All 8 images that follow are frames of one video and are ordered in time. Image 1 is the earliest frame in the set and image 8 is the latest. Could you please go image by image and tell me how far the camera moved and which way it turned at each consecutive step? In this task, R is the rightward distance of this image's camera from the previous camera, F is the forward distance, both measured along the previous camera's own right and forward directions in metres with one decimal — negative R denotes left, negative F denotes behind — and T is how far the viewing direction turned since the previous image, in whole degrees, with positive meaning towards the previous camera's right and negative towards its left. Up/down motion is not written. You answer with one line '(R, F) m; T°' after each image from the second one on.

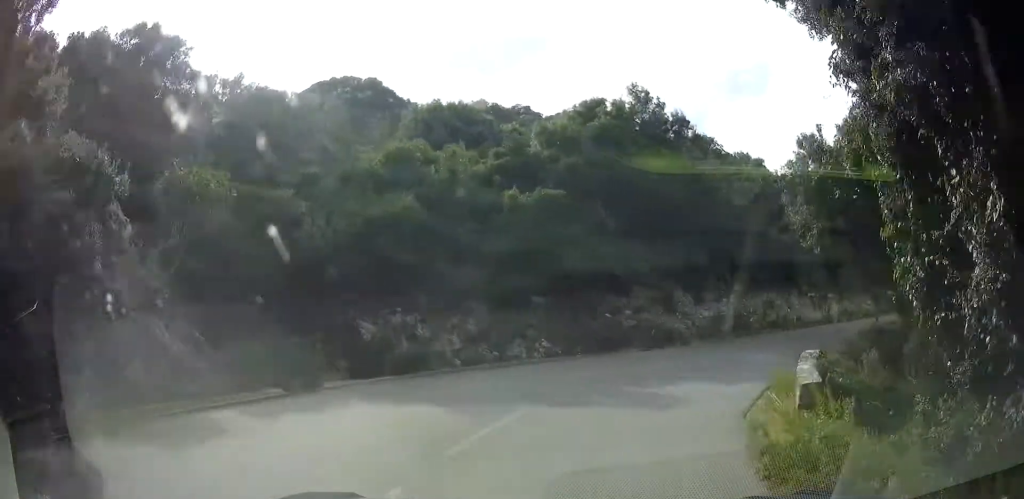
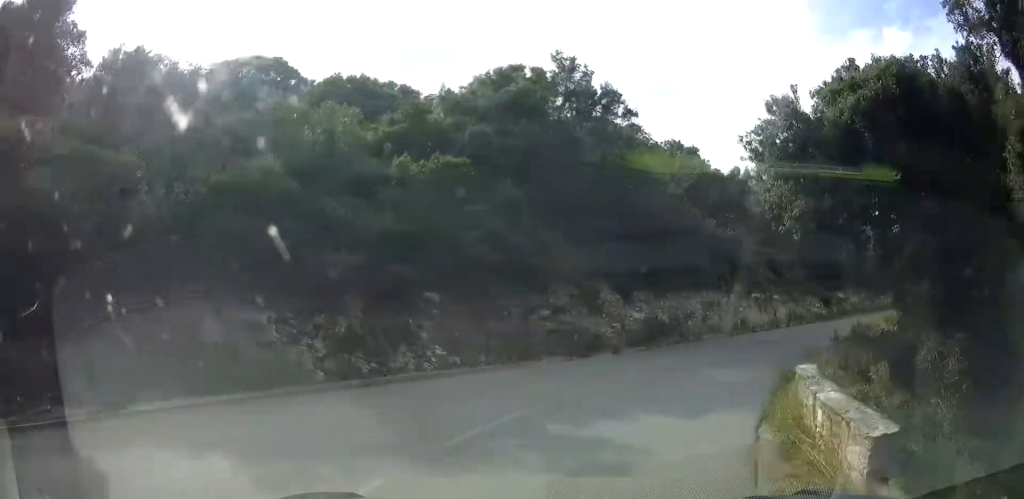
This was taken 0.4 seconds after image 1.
(+0.8, +4.0) m; +9°
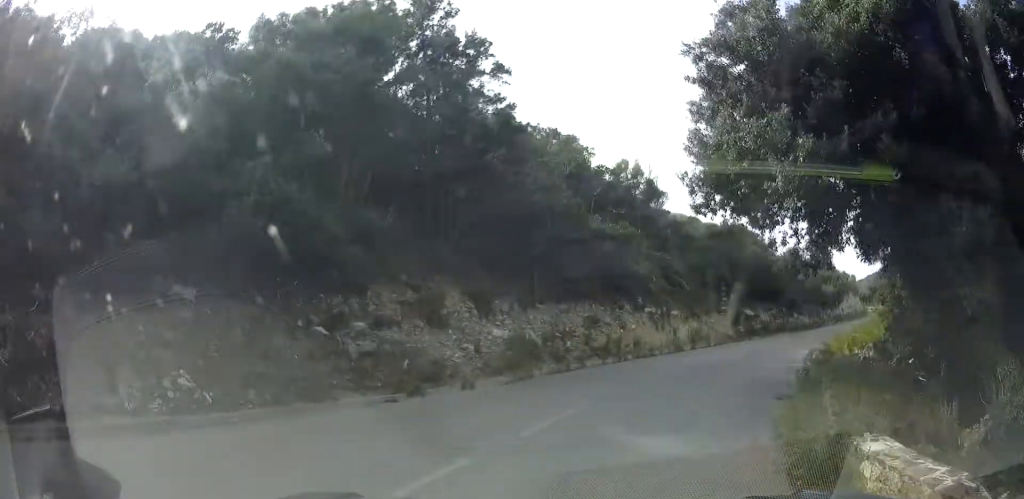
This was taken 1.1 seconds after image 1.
(+0.7, +6.2) m; +13°
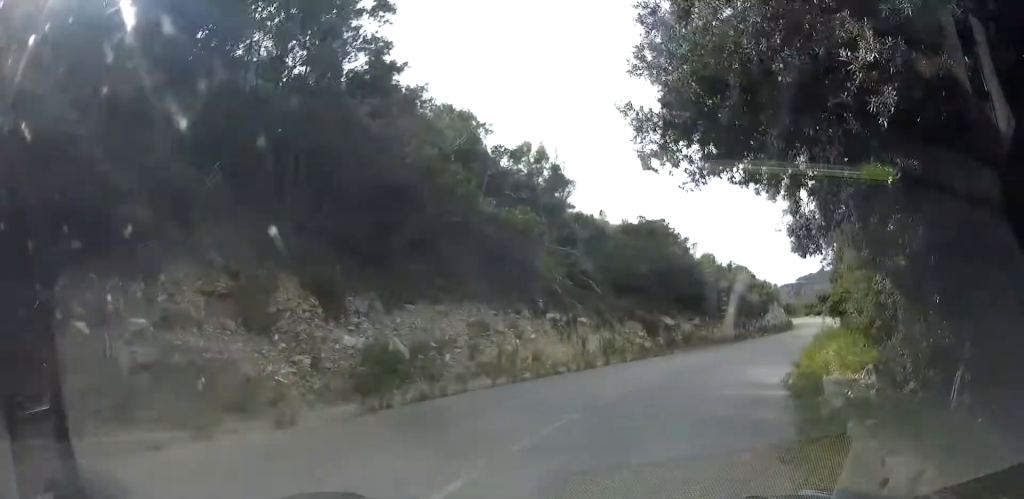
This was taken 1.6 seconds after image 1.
(+0.5, +4.8) m; +7°
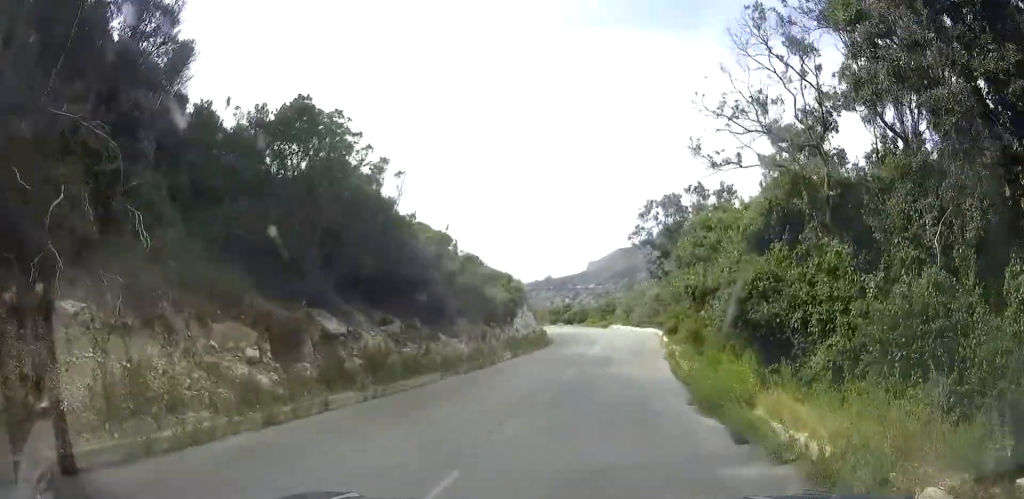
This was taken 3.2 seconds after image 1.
(+2.9, +16.2) m; +16°
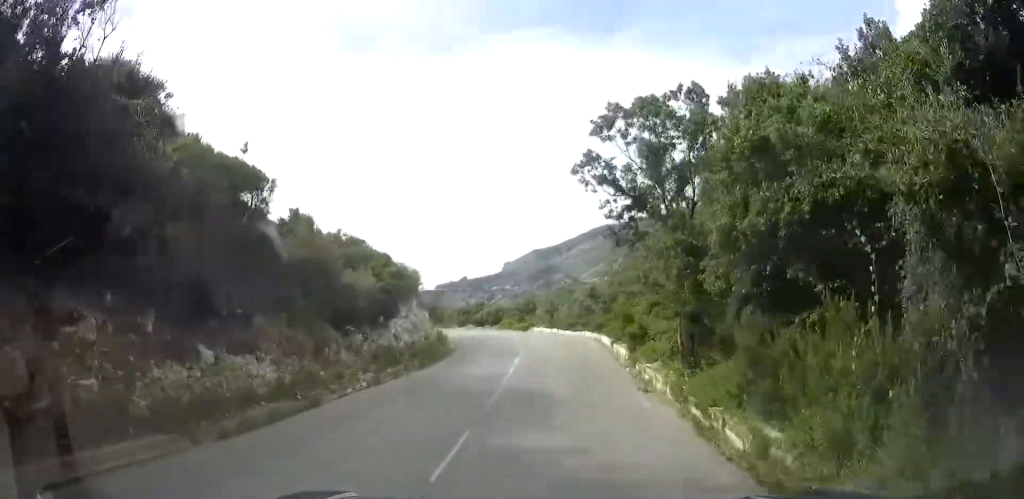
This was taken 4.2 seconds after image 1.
(+0.6, +10.4) m; +6°
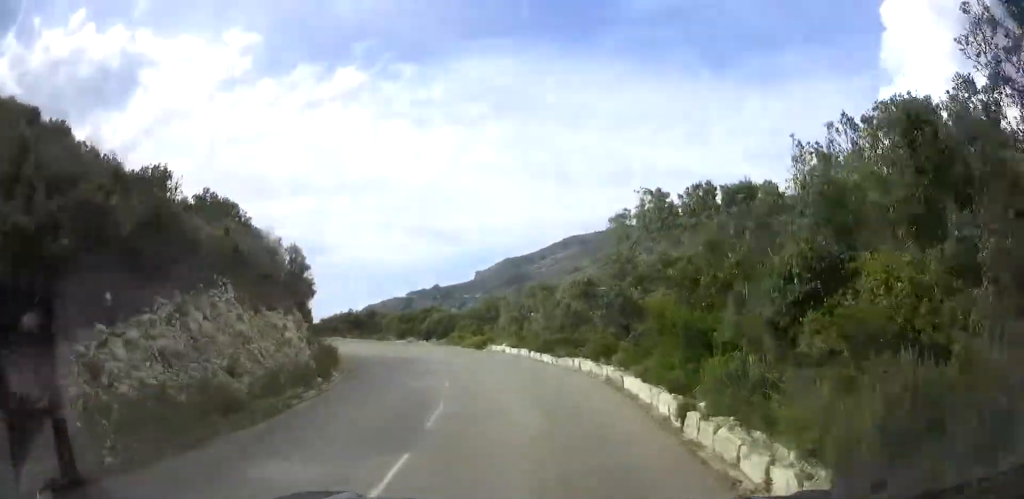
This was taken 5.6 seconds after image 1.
(+0.7, +14.3) m; +1°
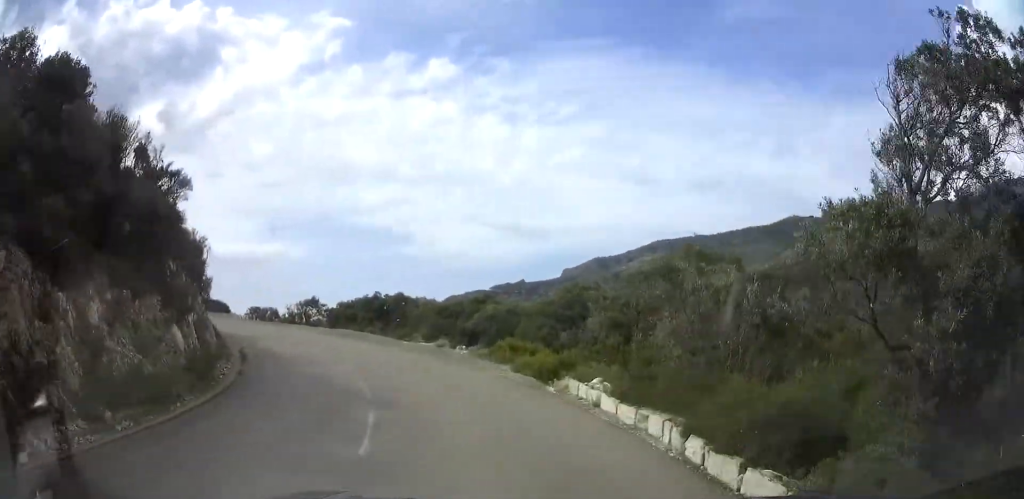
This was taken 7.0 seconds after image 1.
(-0.6, +14.9) m; -9°
